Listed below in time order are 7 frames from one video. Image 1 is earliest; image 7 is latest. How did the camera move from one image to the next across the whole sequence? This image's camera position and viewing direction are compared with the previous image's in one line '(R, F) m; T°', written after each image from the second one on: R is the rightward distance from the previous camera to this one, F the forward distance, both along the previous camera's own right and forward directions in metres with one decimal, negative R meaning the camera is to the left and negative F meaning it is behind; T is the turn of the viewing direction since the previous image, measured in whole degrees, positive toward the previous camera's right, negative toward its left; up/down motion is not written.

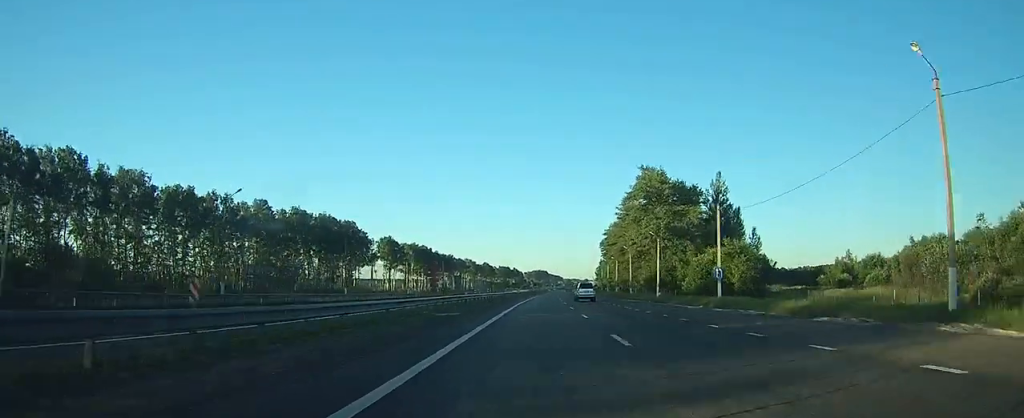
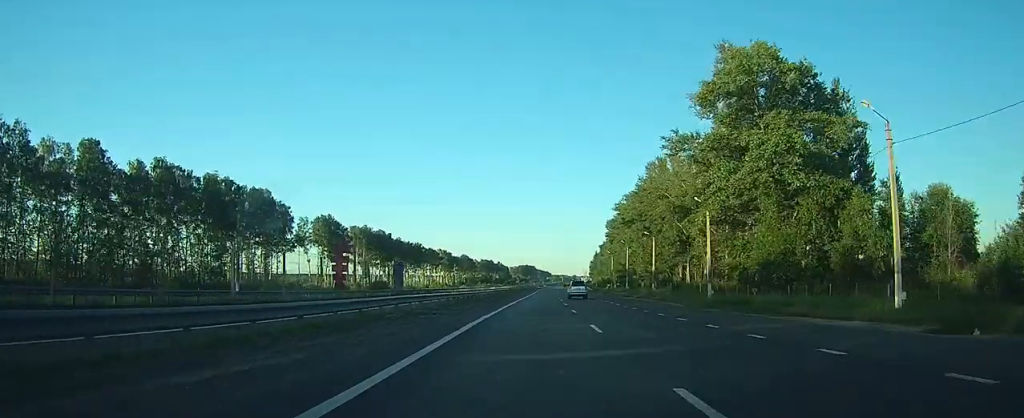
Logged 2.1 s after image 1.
(+0.4, +56.6) m; +1°
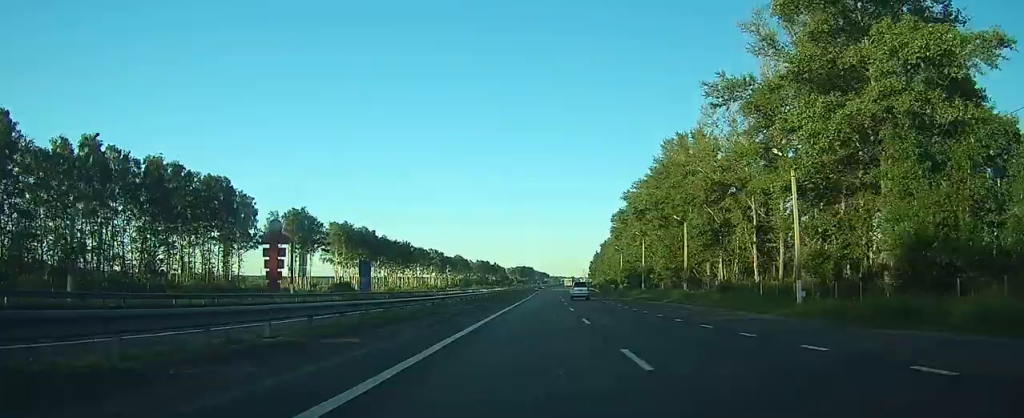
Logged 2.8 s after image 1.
(+0.1, +19.0) m; 0°
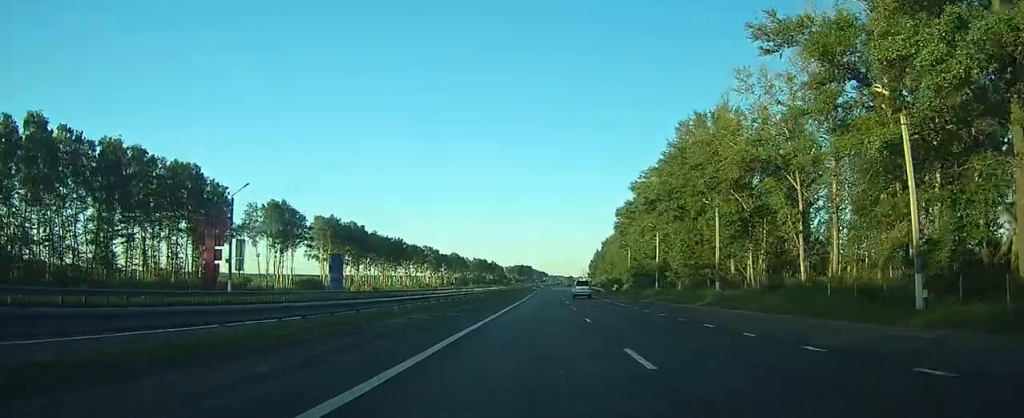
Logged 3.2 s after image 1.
(0.0, +11.8) m; 0°
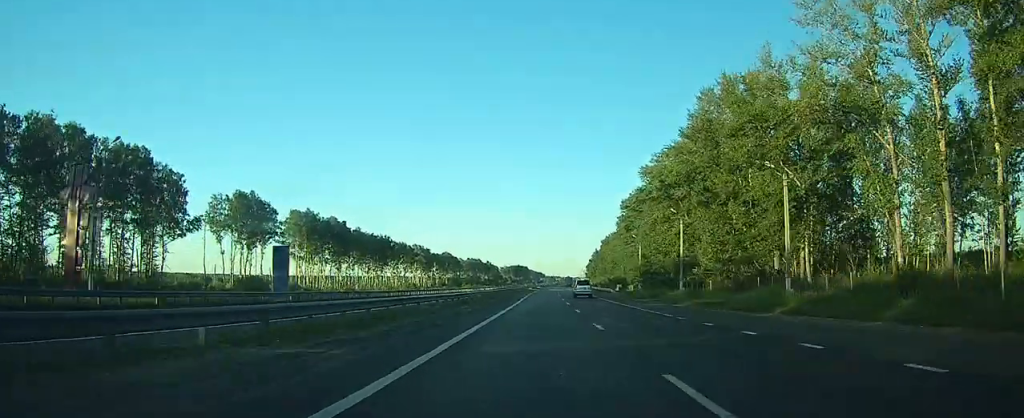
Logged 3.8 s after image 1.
(0.0, +15.5) m; 0°
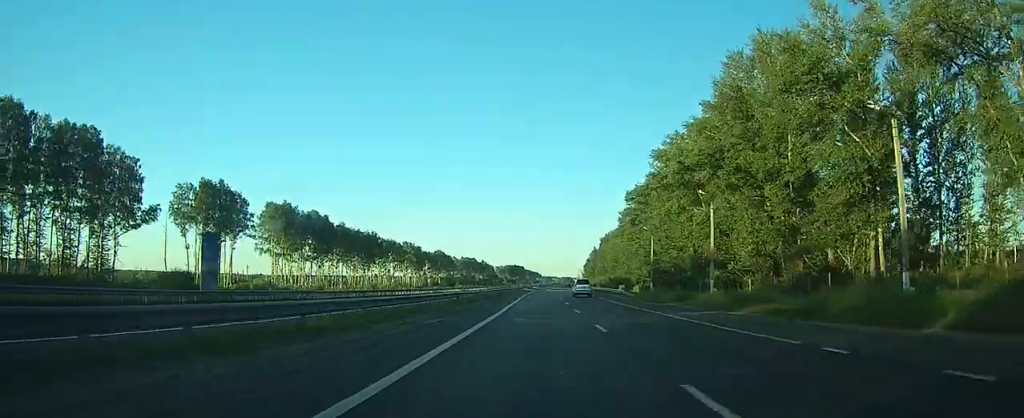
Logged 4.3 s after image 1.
(0.0, +12.8) m; 0°
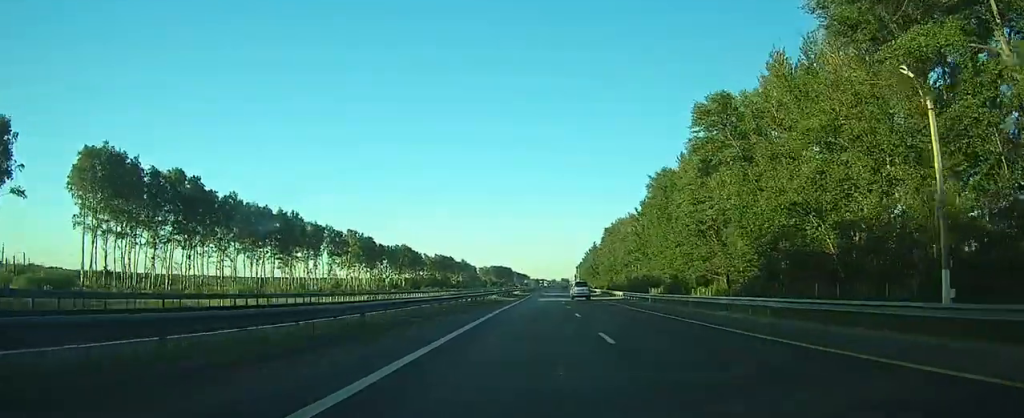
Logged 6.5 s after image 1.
(+0.5, +62.7) m; +1°
